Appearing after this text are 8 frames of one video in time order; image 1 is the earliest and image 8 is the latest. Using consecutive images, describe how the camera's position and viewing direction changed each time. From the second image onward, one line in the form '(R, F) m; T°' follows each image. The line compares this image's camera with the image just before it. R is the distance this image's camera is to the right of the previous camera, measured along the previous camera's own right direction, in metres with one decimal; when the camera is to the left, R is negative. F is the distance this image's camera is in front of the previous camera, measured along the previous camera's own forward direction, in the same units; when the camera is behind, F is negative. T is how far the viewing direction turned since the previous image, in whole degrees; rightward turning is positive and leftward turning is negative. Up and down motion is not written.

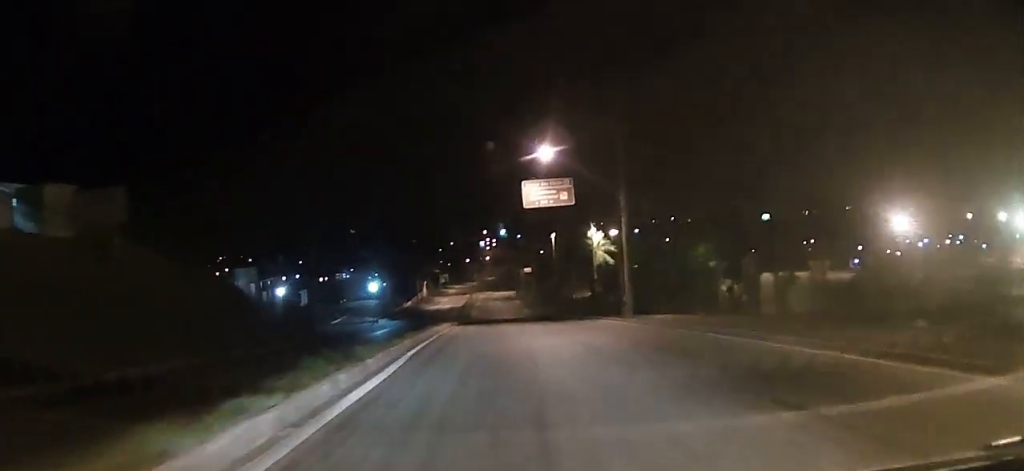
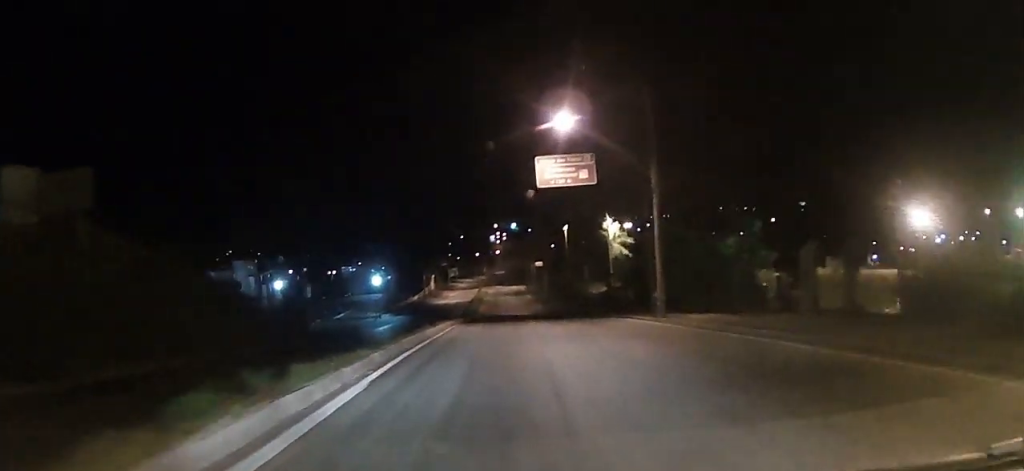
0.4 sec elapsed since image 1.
(-0.1, +4.8) m; -1°
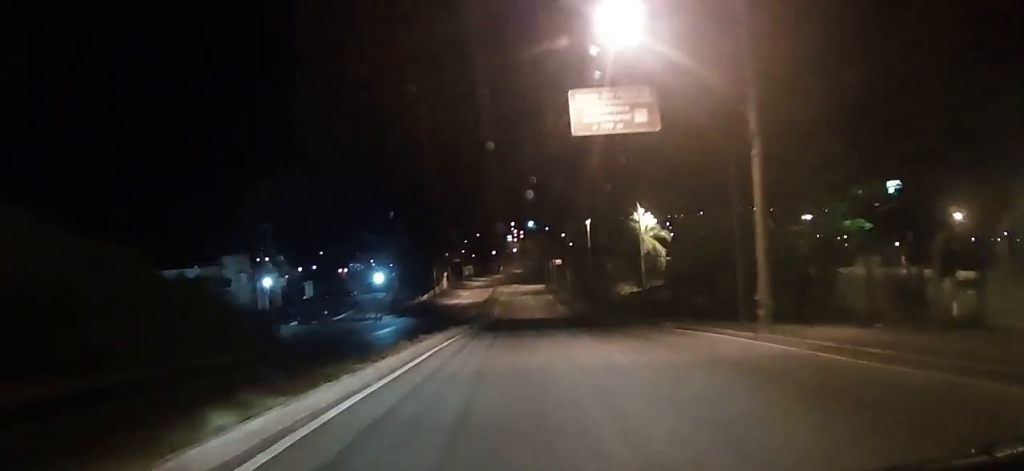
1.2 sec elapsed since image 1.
(0.0, +9.7) m; -1°
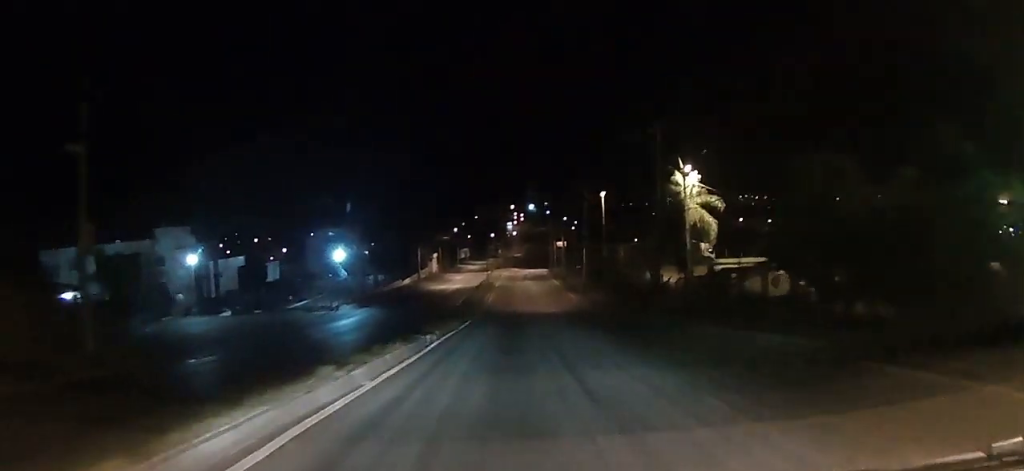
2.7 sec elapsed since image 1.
(-0.3, +18.4) m; 0°
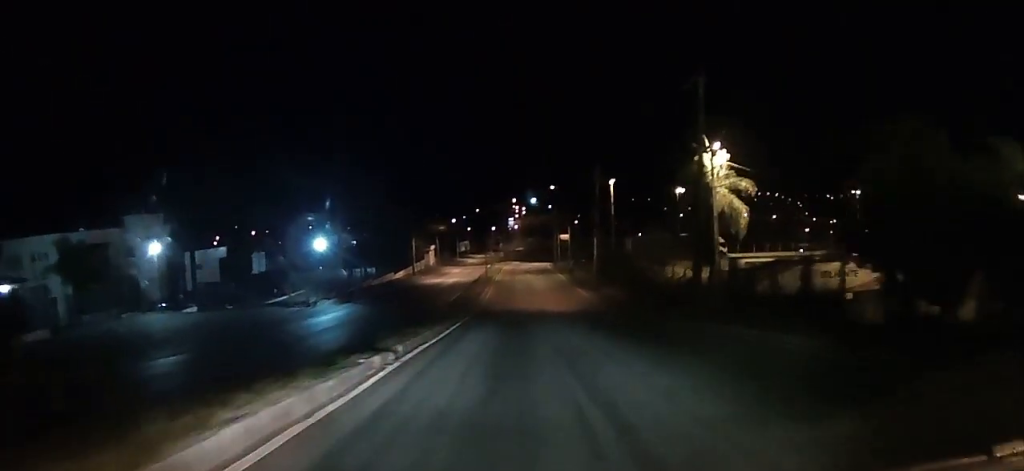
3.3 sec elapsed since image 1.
(+0.1, +6.9) m; +1°
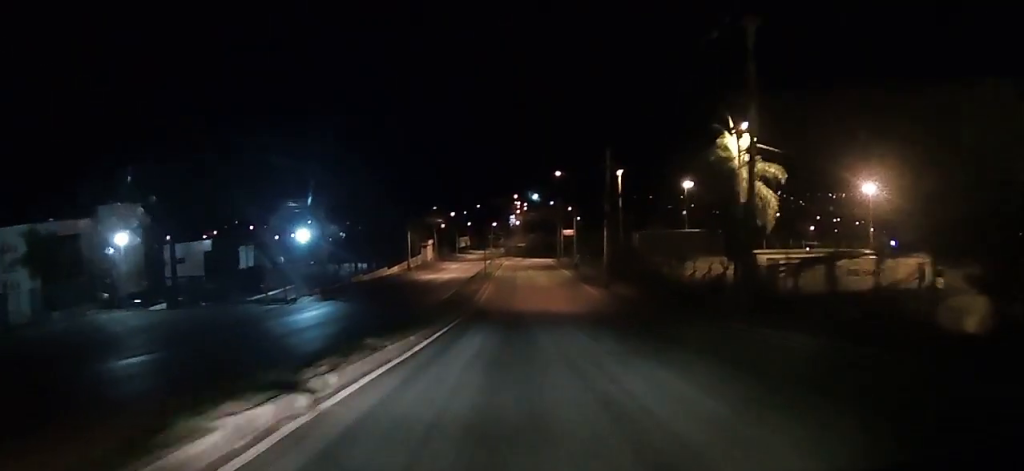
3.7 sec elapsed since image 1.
(0.0, +5.1) m; 0°
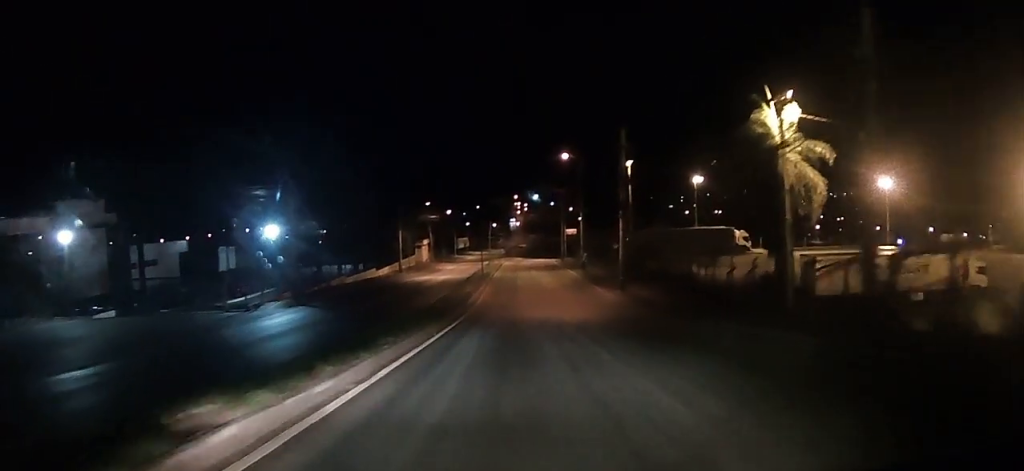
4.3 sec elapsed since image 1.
(0.0, +7.1) m; 0°
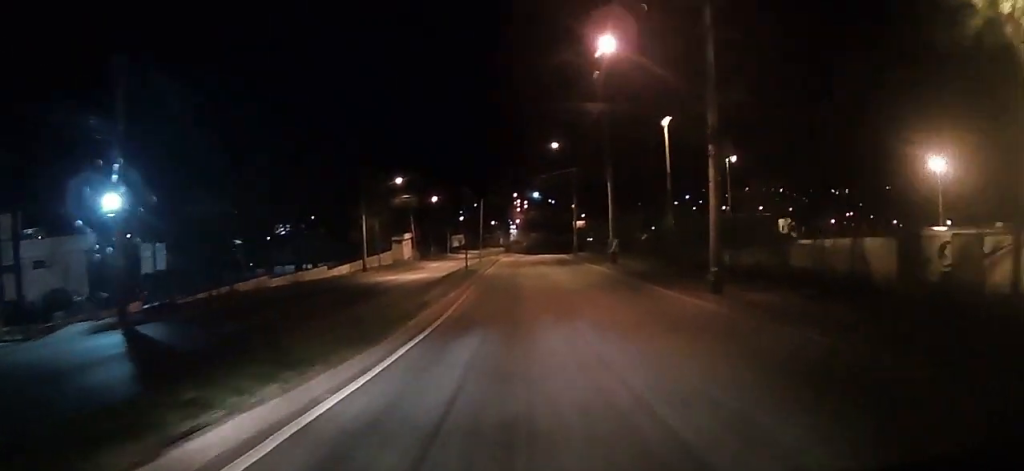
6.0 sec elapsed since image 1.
(0.0, +19.6) m; 0°
